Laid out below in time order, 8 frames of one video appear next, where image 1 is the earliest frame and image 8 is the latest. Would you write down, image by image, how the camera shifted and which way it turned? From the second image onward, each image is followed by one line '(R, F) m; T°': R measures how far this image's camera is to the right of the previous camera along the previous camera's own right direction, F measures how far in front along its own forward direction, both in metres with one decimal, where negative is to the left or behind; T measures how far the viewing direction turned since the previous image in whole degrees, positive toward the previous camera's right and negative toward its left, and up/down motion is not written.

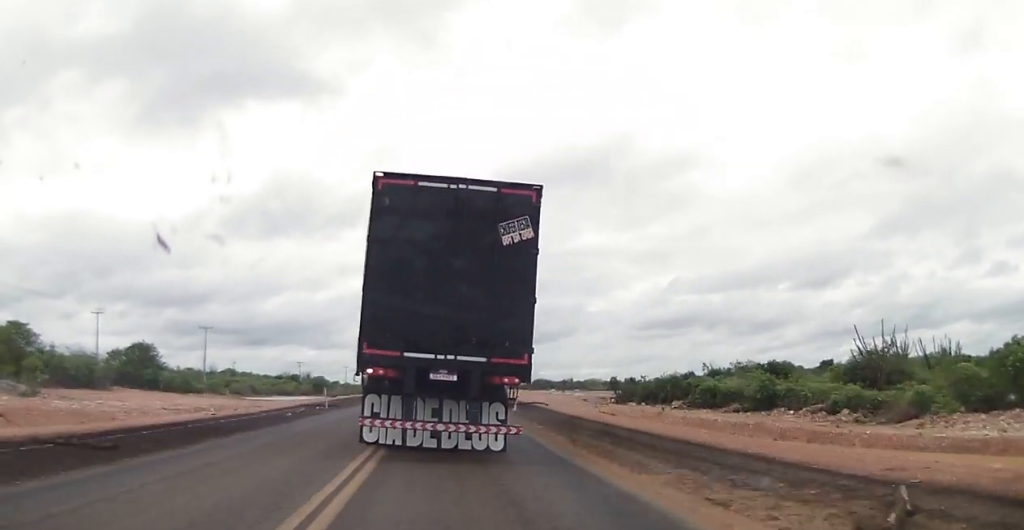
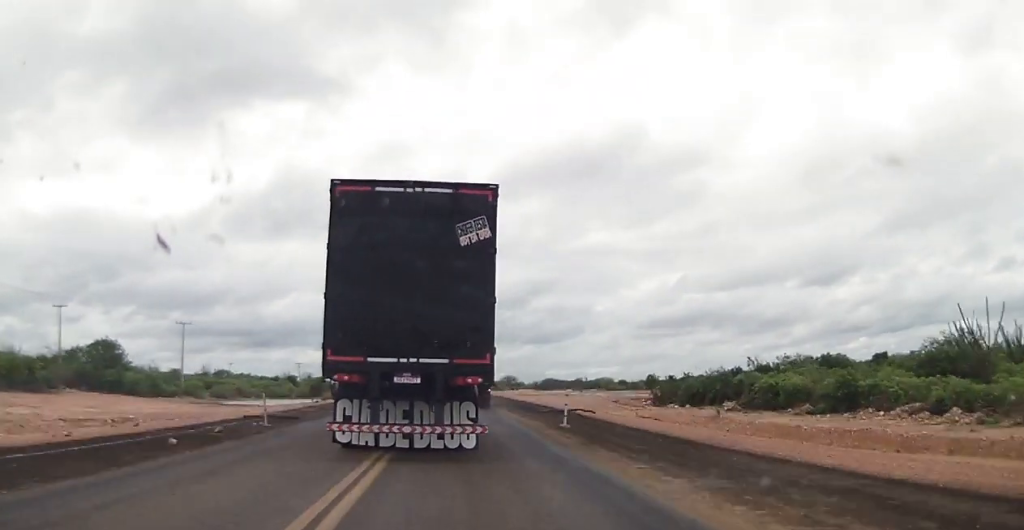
(0.0, +12.0) m; 0°
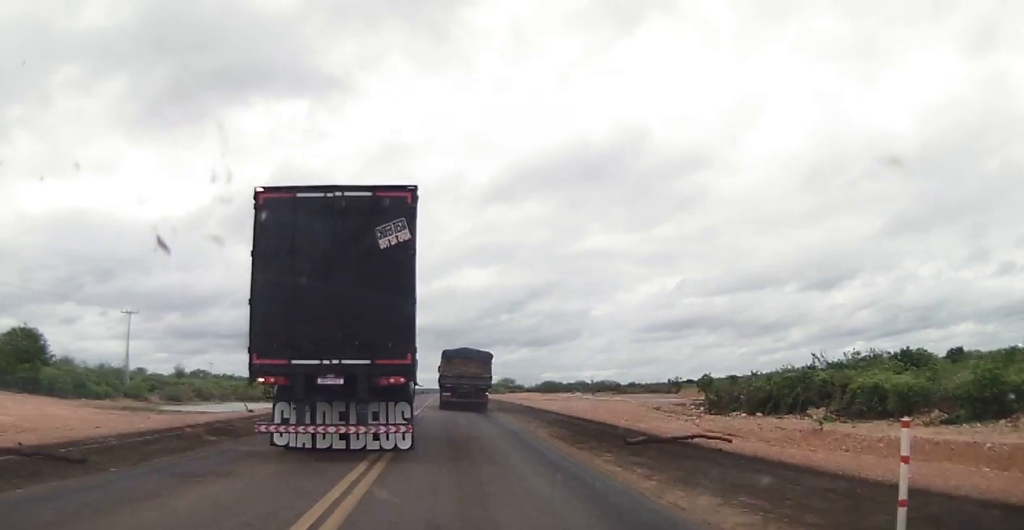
(0.0, +15.9) m; 0°
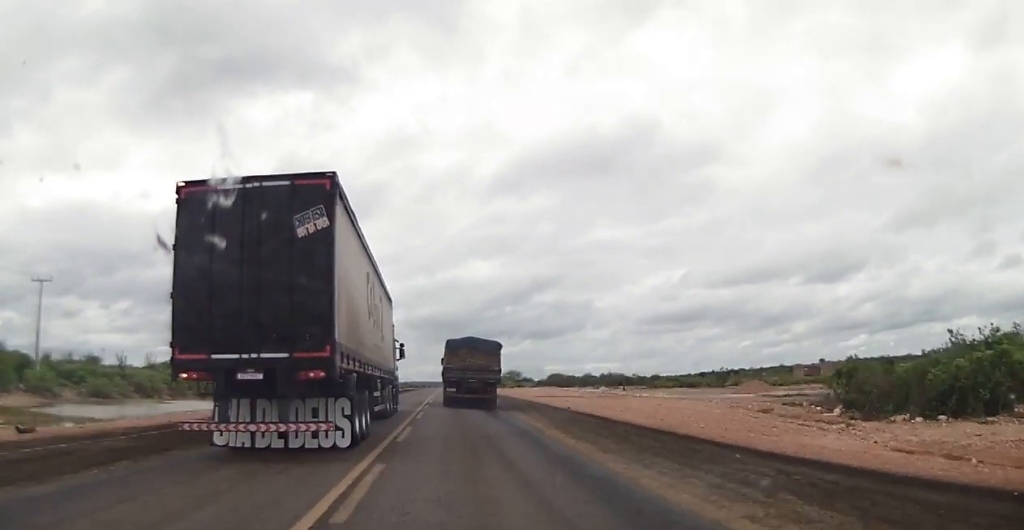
(-0.1, +19.5) m; 0°
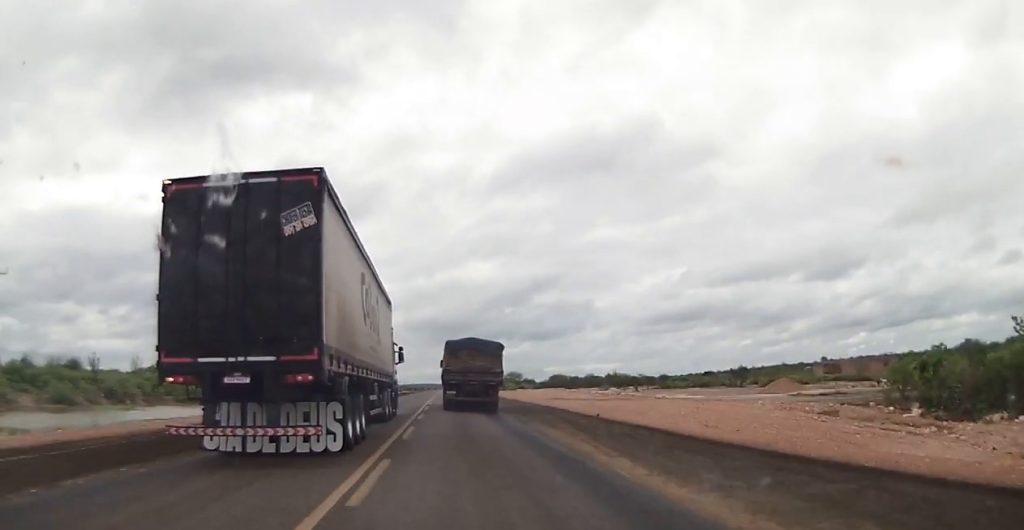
(0.0, +6.9) m; 0°
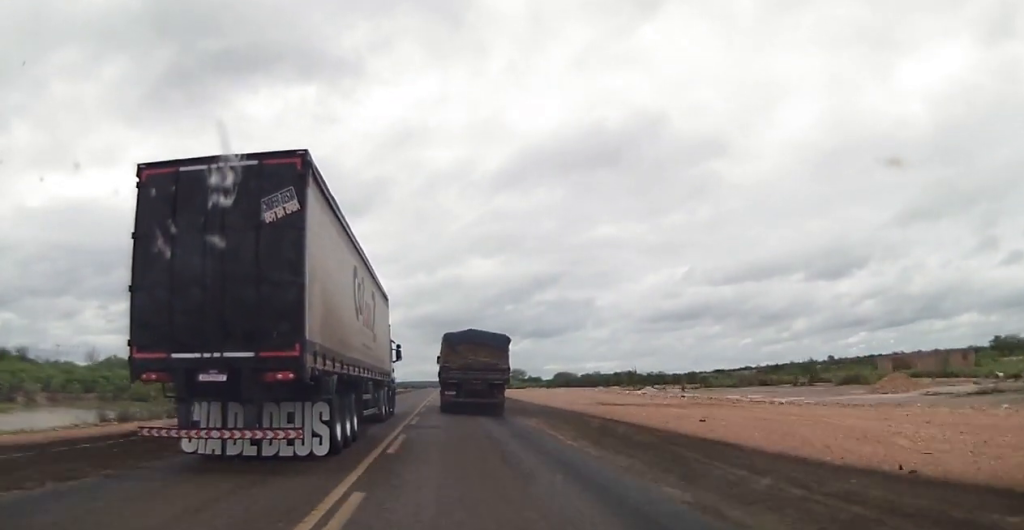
(0.0, +19.6) m; 0°
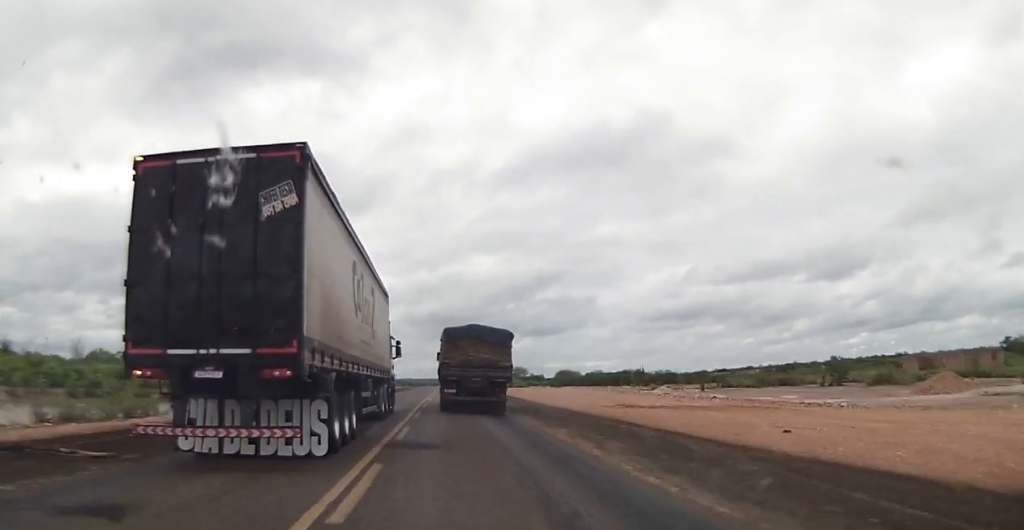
(0.0, +6.1) m; 0°
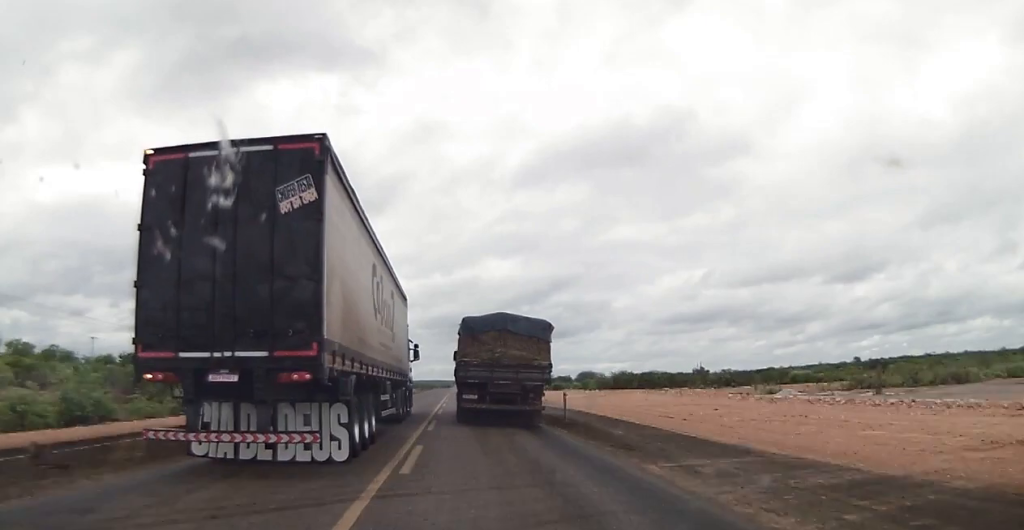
(0.0, +29.7) m; 0°
